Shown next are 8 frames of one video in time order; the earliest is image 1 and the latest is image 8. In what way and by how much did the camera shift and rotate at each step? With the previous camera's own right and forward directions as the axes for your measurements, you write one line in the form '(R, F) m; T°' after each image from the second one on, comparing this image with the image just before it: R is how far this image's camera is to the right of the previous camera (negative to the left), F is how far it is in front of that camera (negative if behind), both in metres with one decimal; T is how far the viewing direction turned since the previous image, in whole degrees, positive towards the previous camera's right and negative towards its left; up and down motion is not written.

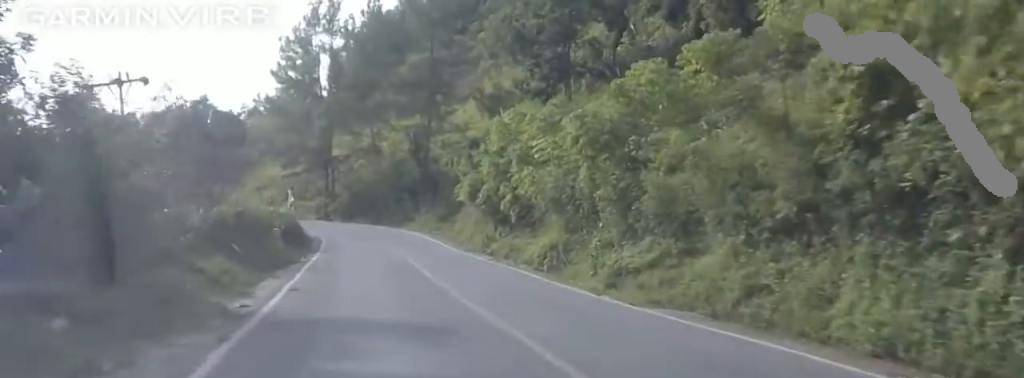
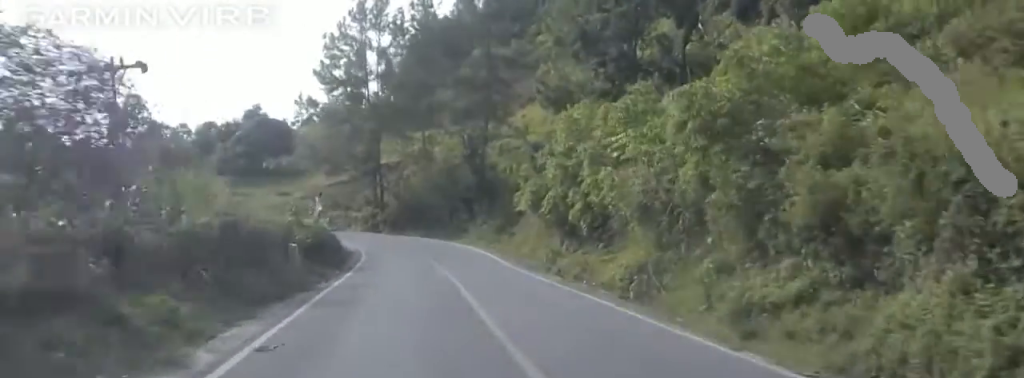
(0.0, +6.3) m; -1°
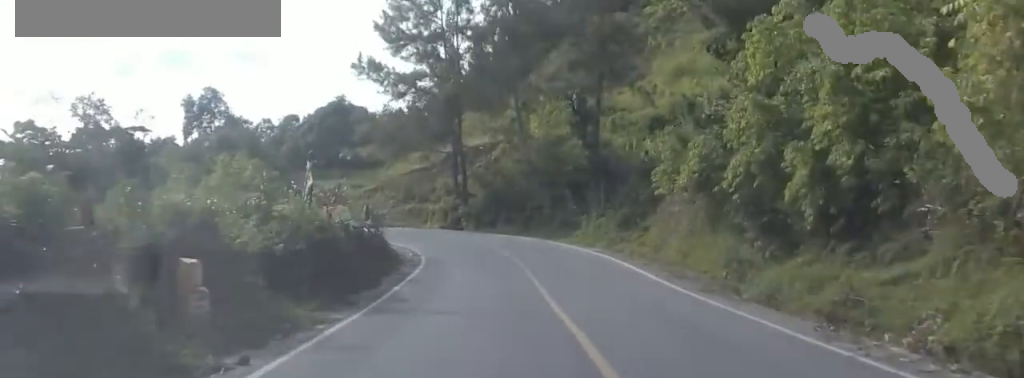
(-0.4, +15.2) m; -5°
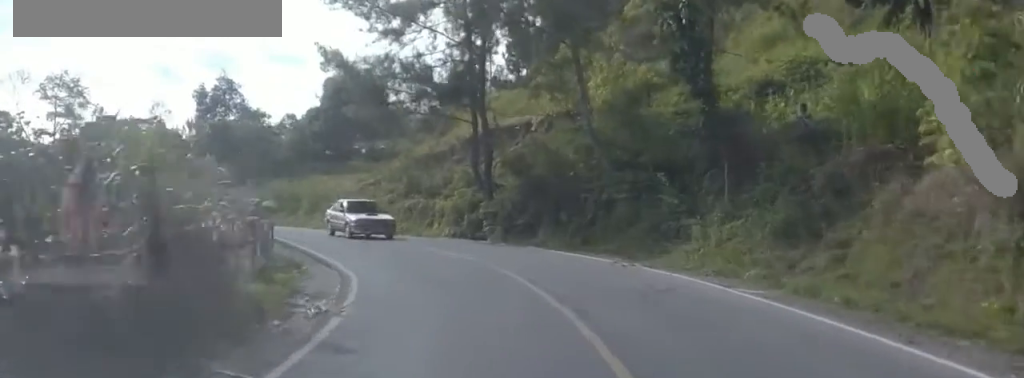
(-0.4, +19.2) m; -2°
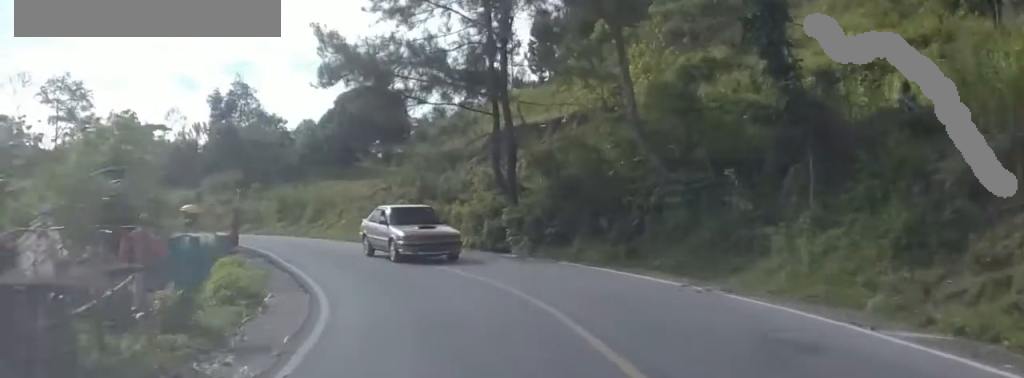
(+0.2, +5.4) m; -2°
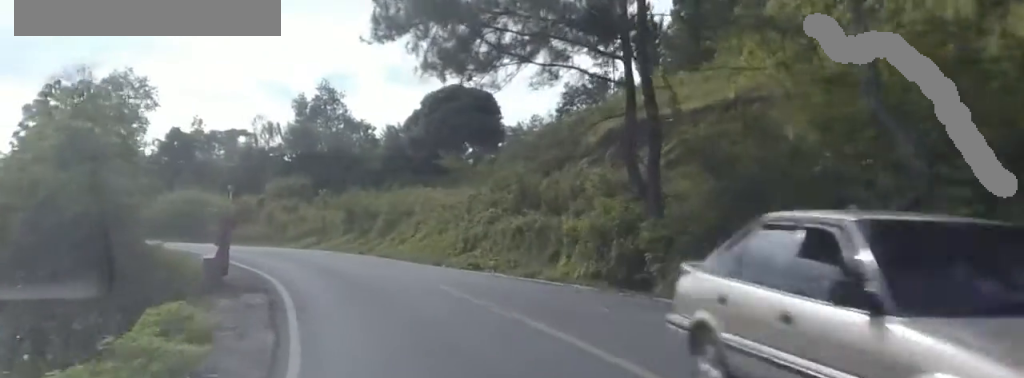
(-0.7, +10.2) m; -11°
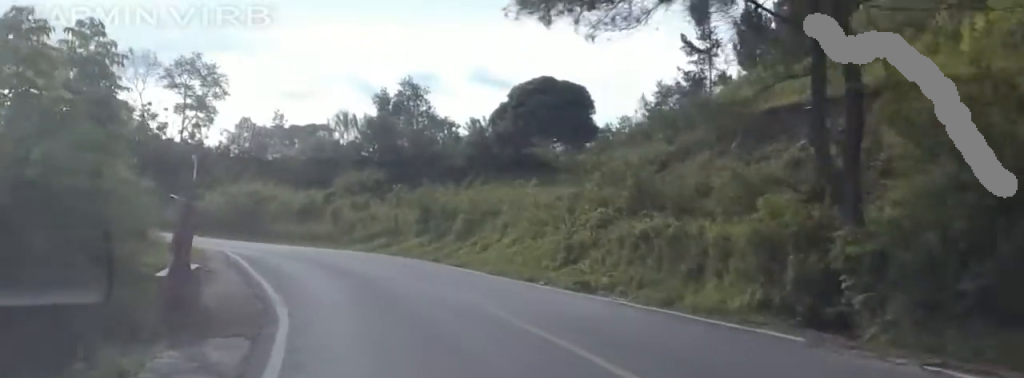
(-0.8, +6.8) m; -9°
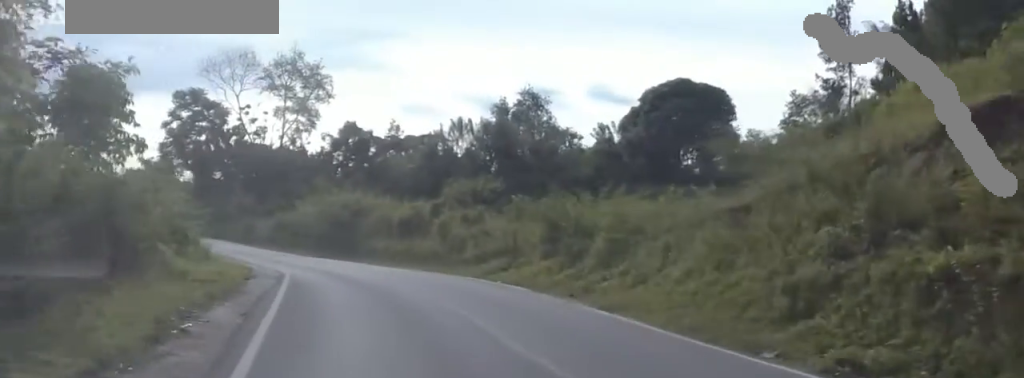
(-0.4, +8.4) m; -11°
